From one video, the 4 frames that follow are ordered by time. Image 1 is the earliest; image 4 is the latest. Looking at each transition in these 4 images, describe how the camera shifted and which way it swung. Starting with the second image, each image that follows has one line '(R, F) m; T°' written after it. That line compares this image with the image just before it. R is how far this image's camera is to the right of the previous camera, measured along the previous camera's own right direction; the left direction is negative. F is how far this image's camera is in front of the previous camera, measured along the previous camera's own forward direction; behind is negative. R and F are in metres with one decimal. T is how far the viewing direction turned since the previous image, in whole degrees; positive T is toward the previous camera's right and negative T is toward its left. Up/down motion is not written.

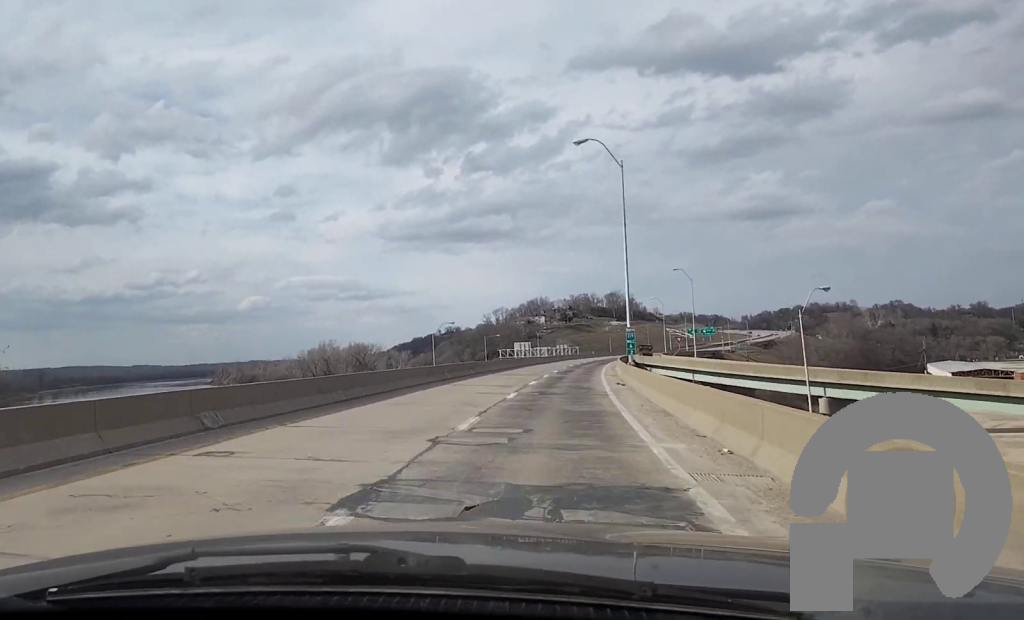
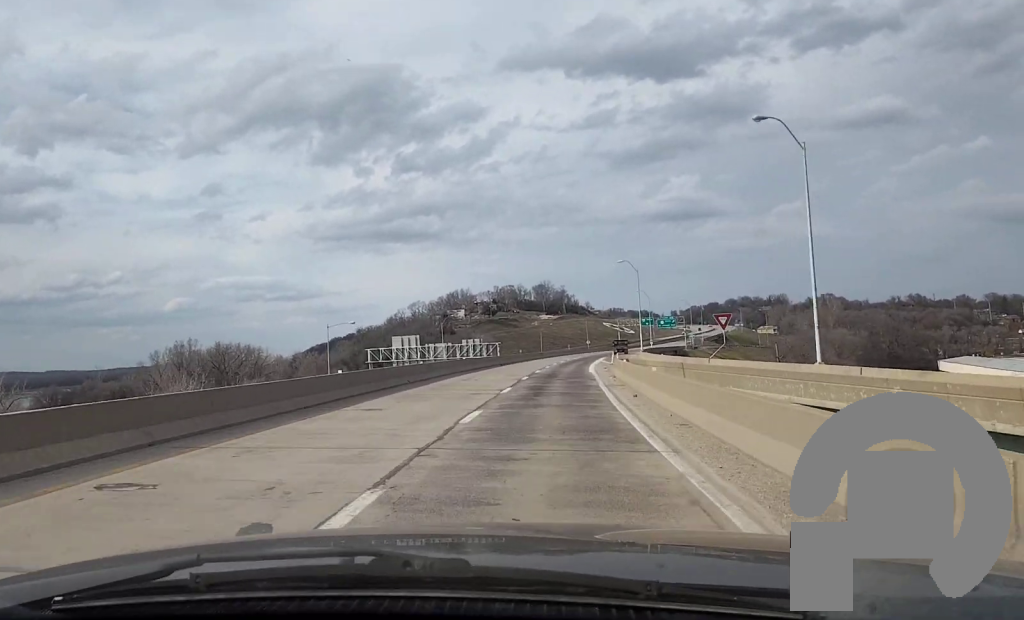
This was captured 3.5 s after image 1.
(+2.3, +83.2) m; +2°
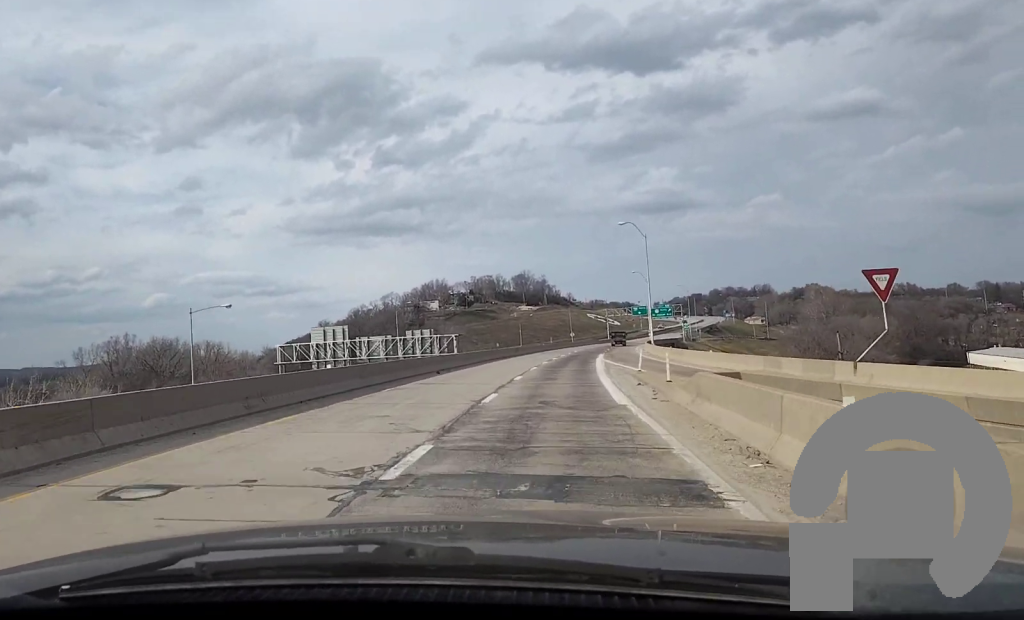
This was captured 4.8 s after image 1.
(+0.8, +31.9) m; +3°
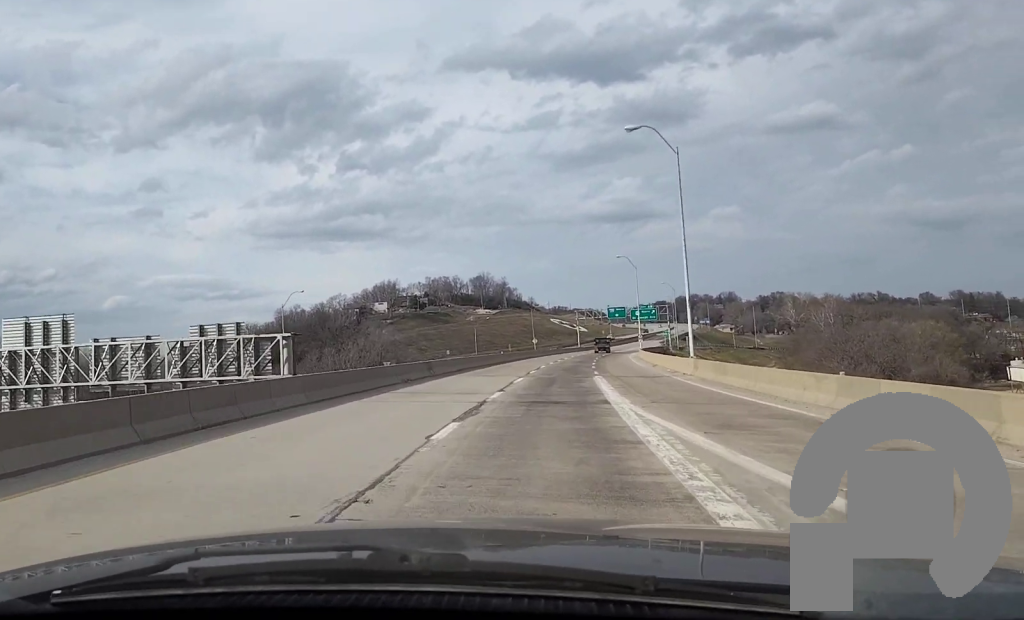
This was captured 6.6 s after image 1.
(+1.3, +43.4) m; +3°
